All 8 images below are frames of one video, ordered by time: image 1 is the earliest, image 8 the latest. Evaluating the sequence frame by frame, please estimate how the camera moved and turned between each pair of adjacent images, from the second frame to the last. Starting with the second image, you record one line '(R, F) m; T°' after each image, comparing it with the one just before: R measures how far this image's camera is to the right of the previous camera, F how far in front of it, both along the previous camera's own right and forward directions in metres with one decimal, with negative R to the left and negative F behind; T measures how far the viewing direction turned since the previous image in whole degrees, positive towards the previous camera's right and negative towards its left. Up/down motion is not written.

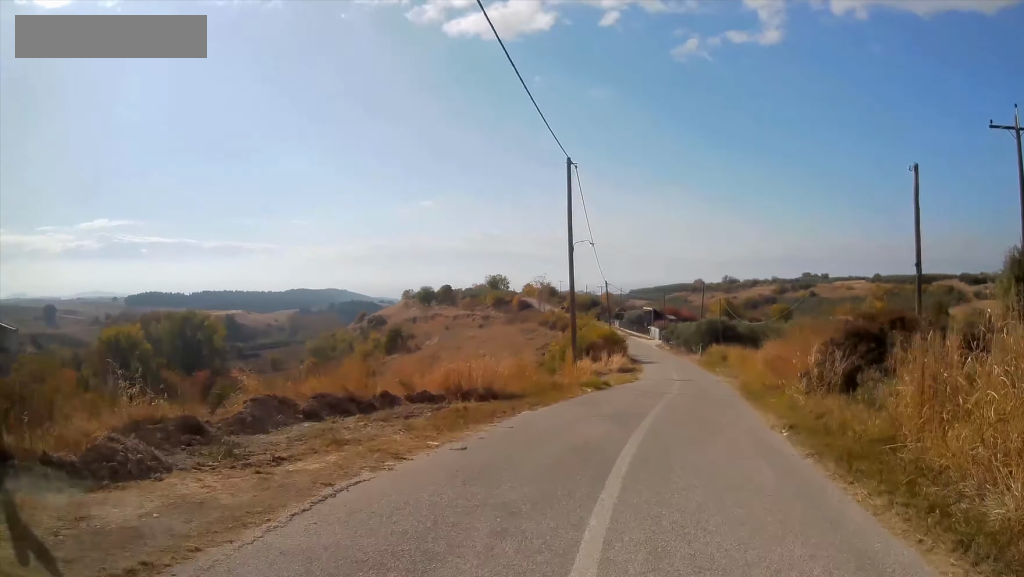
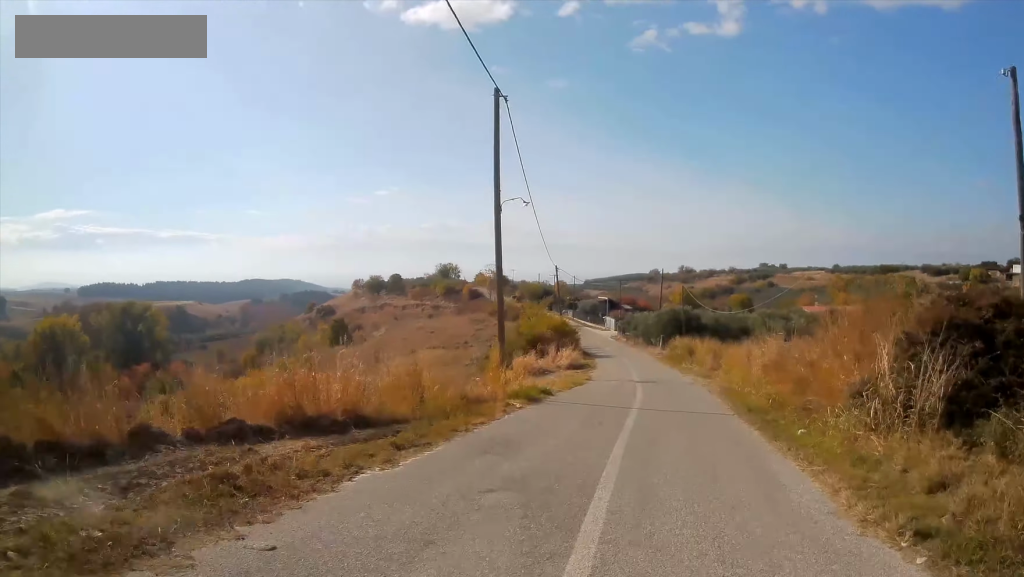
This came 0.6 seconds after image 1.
(+0.1, +7.2) m; +1°
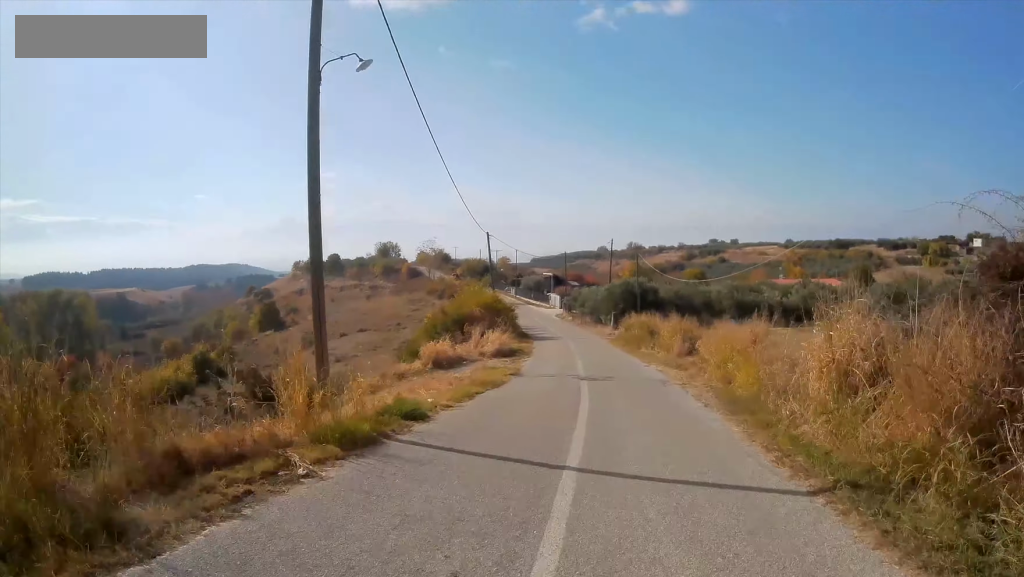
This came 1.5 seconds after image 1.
(0.0, +9.9) m; 0°
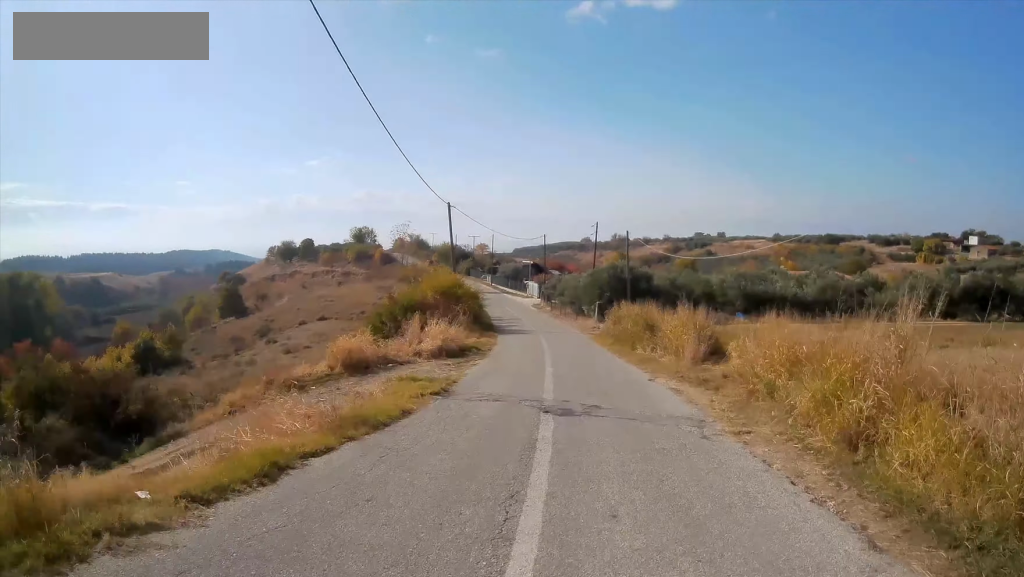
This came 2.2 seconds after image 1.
(0.0, +9.4) m; 0°
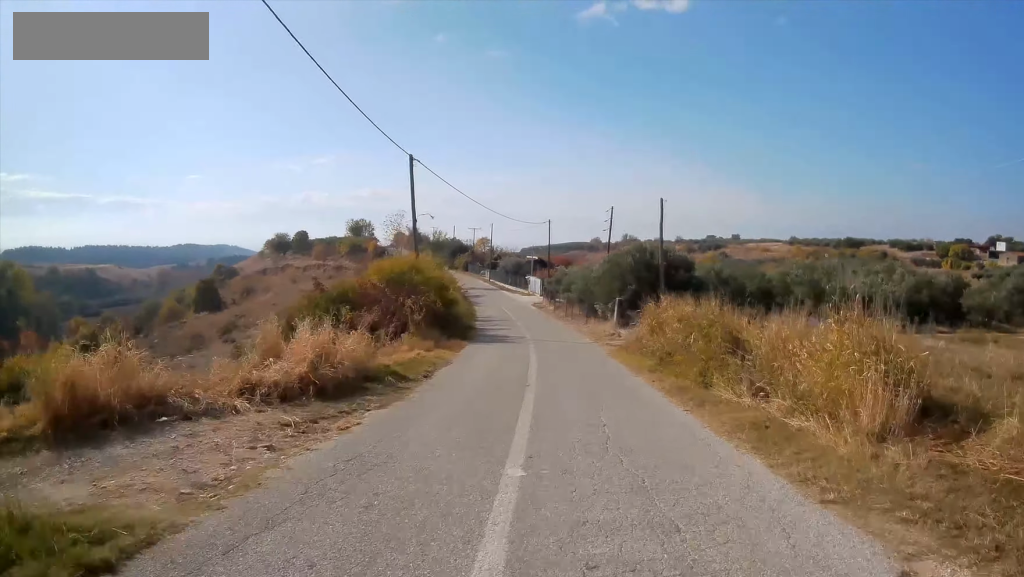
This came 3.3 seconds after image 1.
(0.0, +13.4) m; 0°
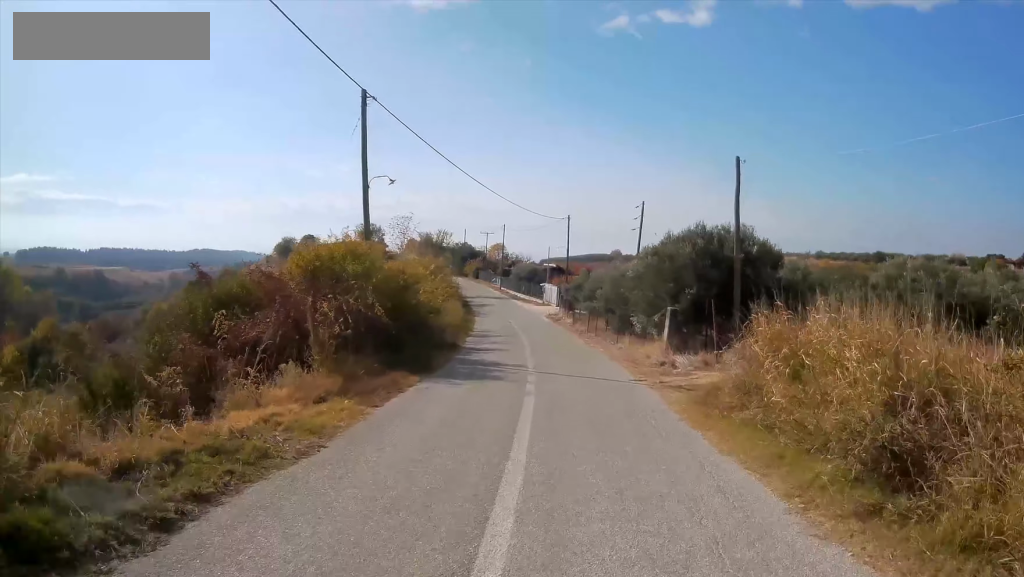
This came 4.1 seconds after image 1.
(0.0, +10.6) m; -1°
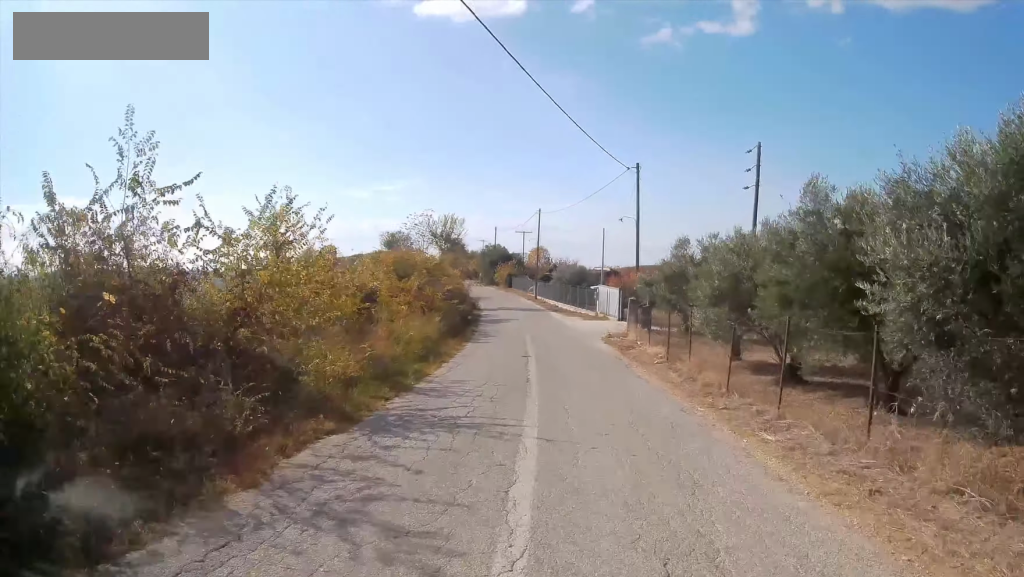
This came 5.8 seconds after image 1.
(-0.4, +21.9) m; -2°
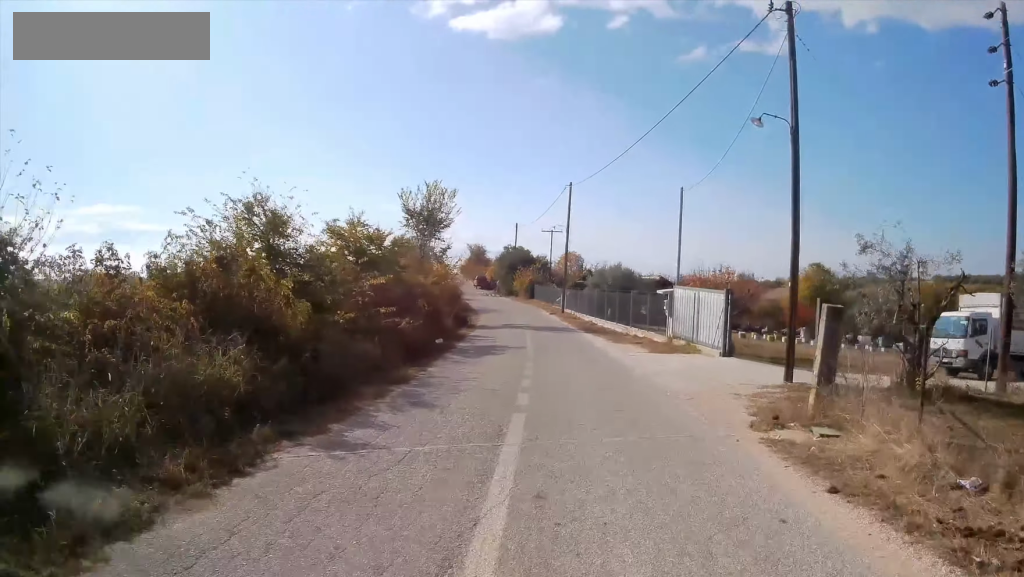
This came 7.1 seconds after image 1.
(-0.6, +18.4) m; -4°
